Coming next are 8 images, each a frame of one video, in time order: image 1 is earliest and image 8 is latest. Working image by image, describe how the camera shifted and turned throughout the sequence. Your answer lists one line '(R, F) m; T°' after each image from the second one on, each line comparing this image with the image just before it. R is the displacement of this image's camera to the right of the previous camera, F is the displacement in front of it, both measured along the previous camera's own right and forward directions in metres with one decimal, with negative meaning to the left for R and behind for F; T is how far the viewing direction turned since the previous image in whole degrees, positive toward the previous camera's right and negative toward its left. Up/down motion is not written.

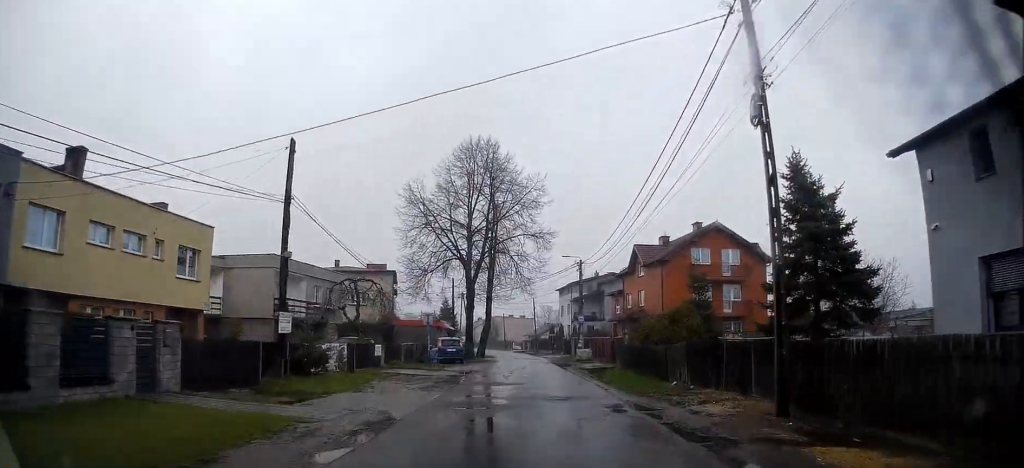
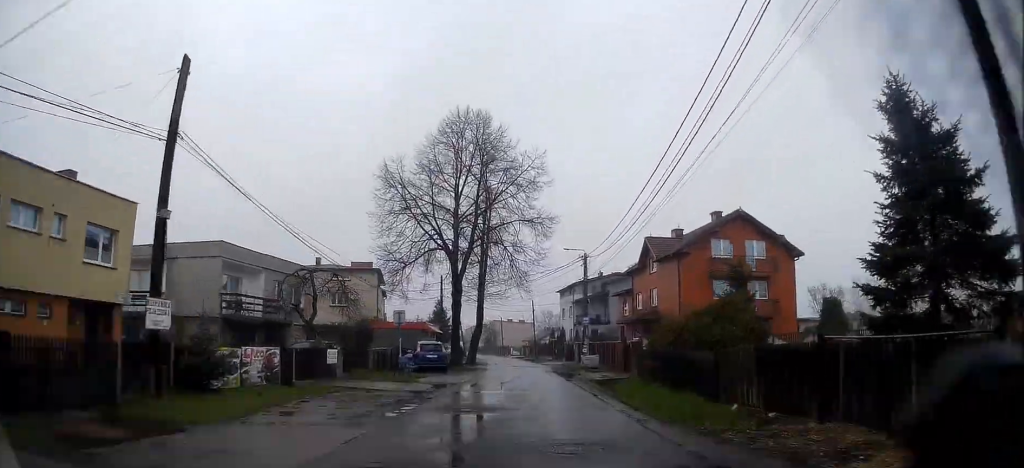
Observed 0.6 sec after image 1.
(0.0, +6.2) m; 0°
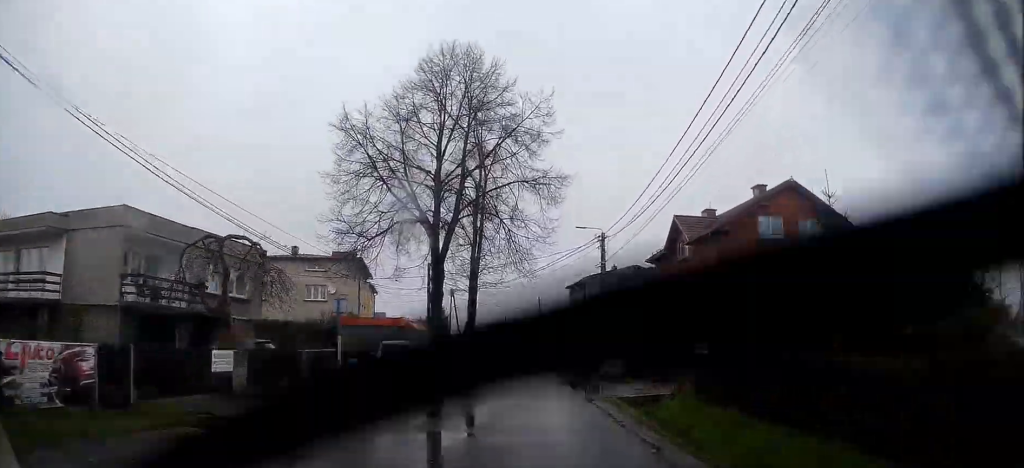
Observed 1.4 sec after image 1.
(0.0, +8.5) m; -1°
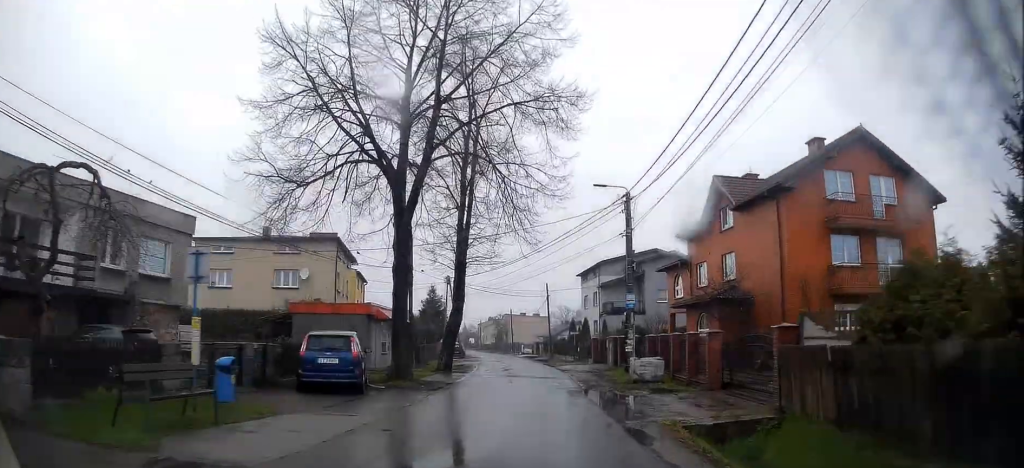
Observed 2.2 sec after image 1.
(-0.1, +8.1) m; -1°
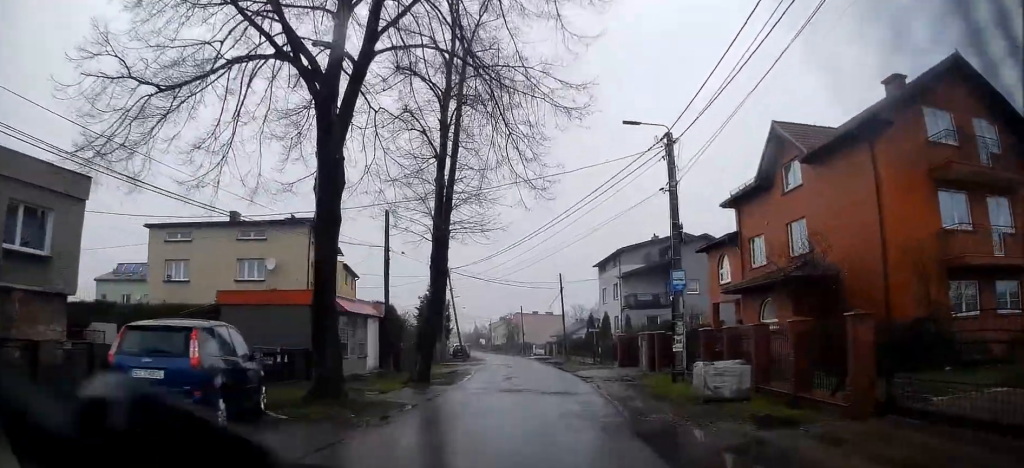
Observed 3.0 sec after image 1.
(-0.1, +8.1) m; -2°
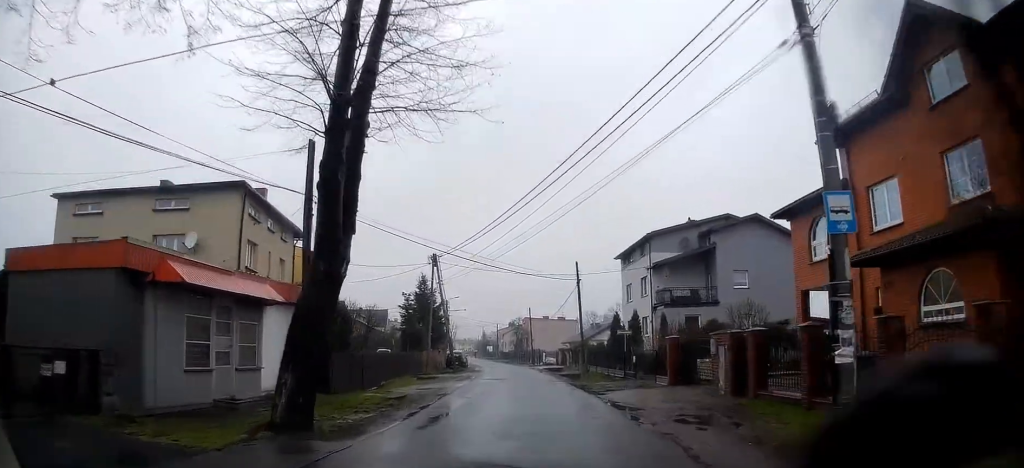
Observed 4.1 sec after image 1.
(-0.3, +10.6) m; -2°
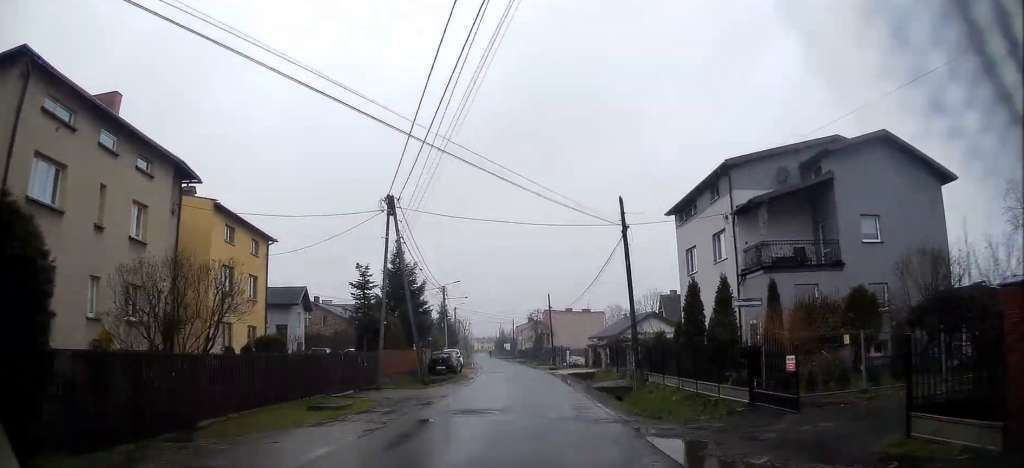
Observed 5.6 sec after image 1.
(-0.3, +15.6) m; -1°
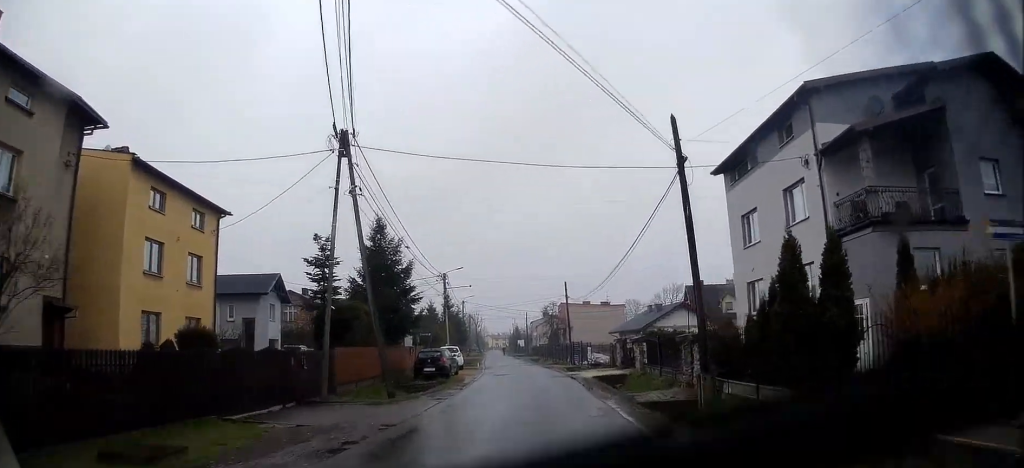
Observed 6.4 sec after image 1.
(0.0, +7.8) m; -1°
